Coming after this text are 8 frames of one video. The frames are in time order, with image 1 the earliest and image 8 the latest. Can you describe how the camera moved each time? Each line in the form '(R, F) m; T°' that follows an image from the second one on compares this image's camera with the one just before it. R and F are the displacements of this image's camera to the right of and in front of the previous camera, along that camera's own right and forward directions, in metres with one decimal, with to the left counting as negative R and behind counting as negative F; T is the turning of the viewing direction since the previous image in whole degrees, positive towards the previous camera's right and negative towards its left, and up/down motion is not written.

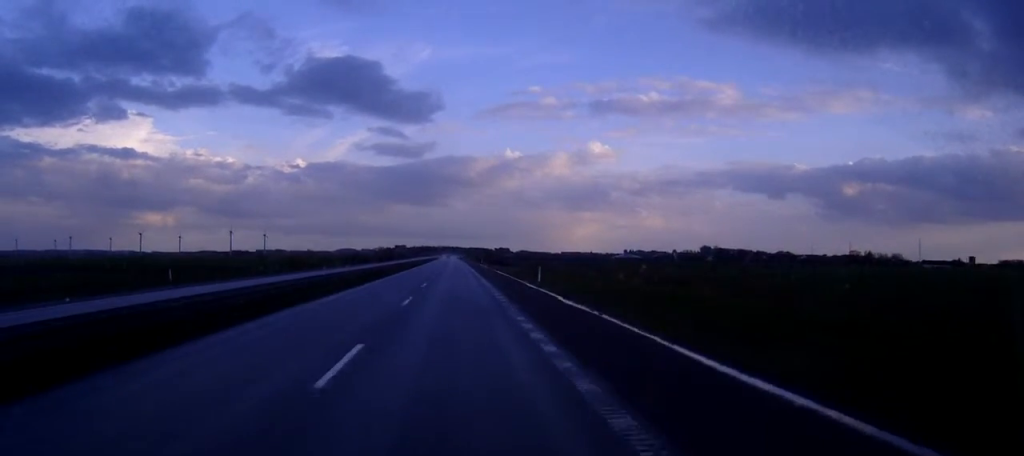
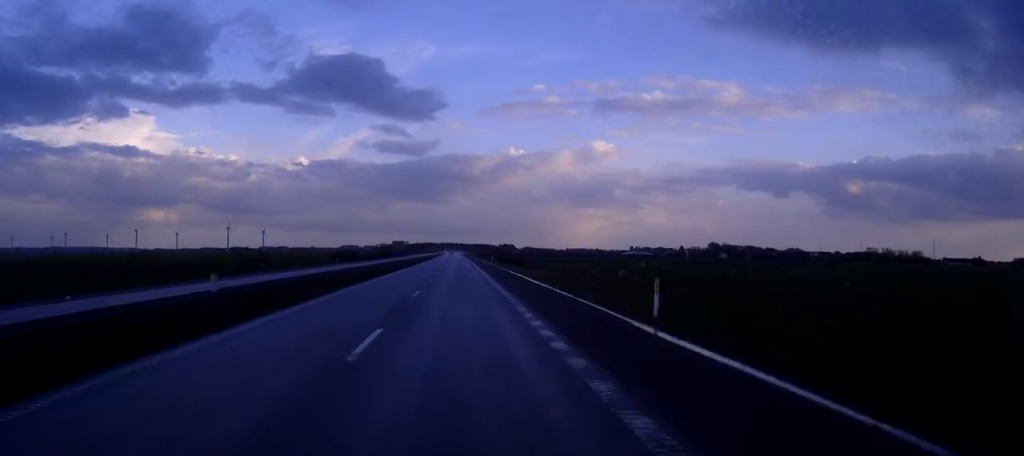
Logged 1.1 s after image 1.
(-0.1, +27.8) m; 0°
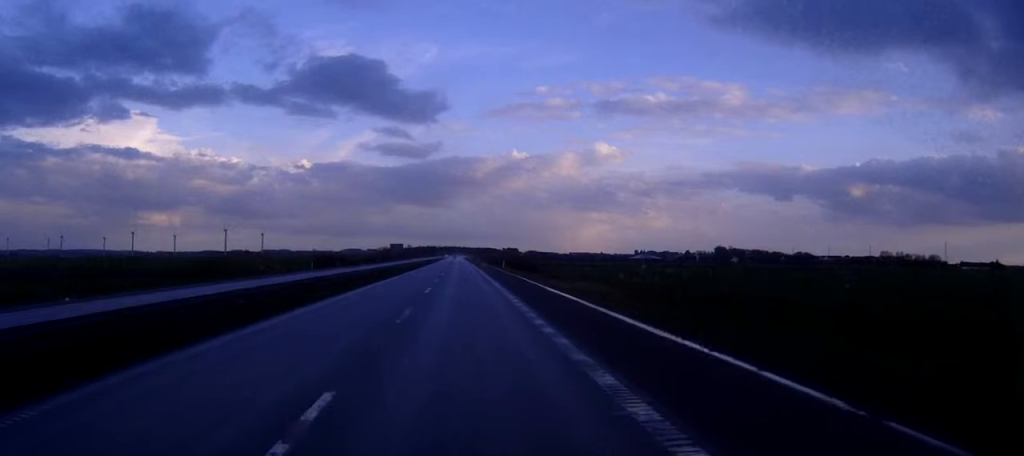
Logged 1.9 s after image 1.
(-0.1, +22.7) m; 0°
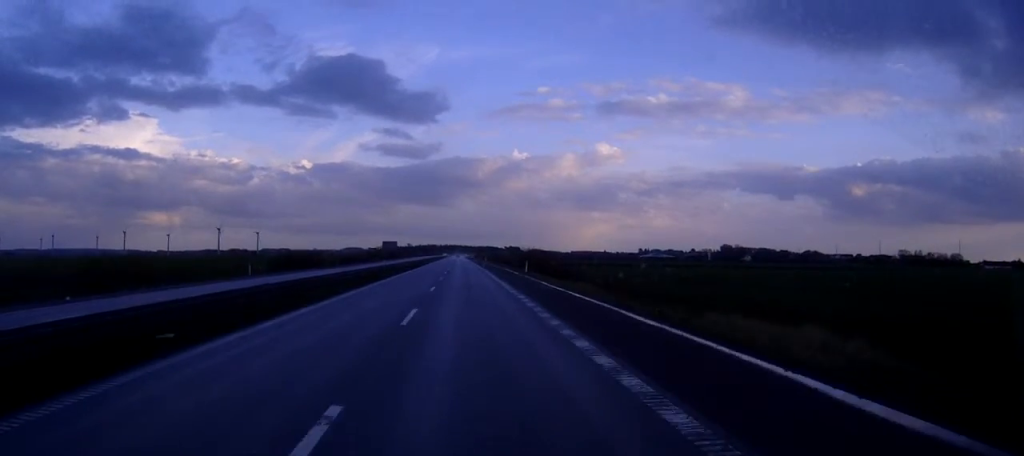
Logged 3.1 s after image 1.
(0.0, +31.4) m; 0°
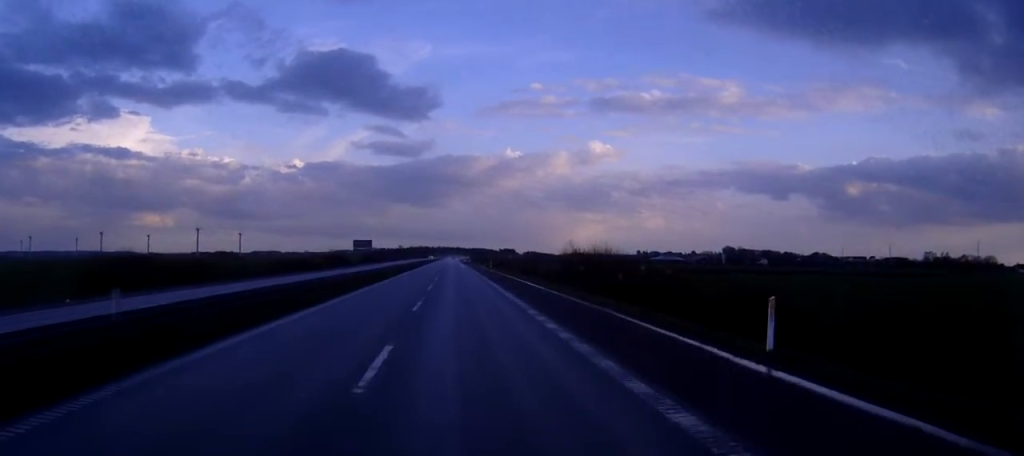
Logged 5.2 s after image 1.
(+0.3, +53.7) m; +1°
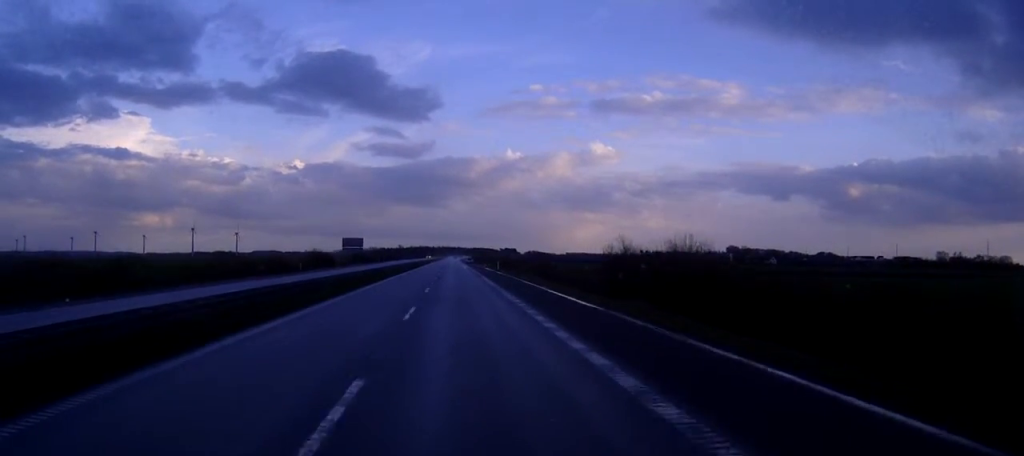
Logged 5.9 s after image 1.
(0.0, +19.1) m; 0°
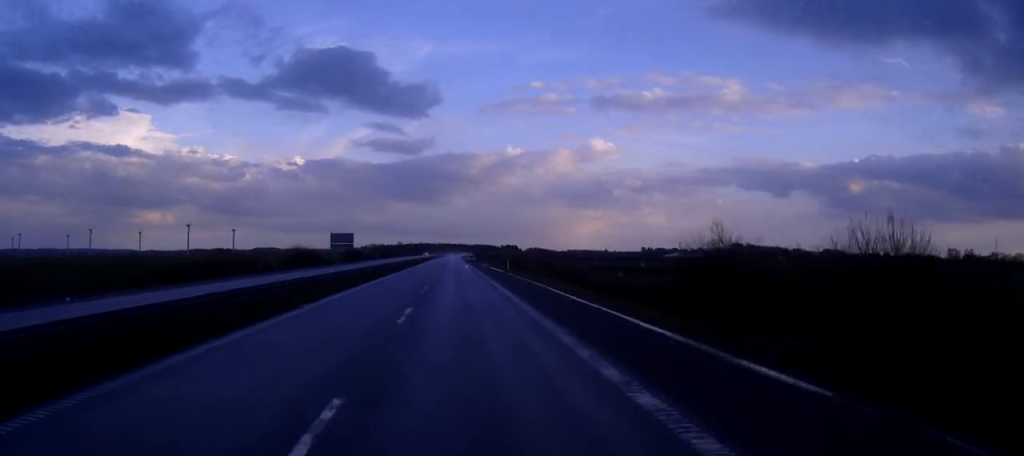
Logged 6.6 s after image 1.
(0.0, +16.5) m; 0°
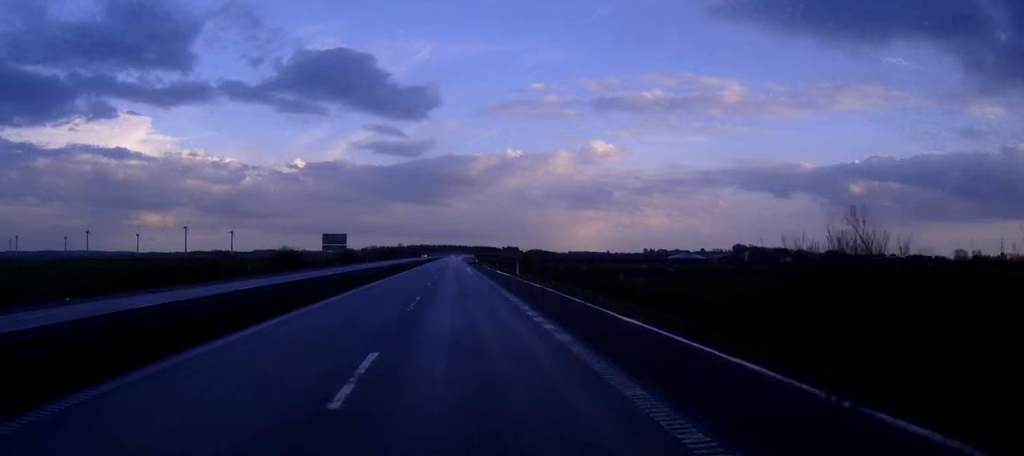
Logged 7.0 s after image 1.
(0.0, +10.4) m; 0°
